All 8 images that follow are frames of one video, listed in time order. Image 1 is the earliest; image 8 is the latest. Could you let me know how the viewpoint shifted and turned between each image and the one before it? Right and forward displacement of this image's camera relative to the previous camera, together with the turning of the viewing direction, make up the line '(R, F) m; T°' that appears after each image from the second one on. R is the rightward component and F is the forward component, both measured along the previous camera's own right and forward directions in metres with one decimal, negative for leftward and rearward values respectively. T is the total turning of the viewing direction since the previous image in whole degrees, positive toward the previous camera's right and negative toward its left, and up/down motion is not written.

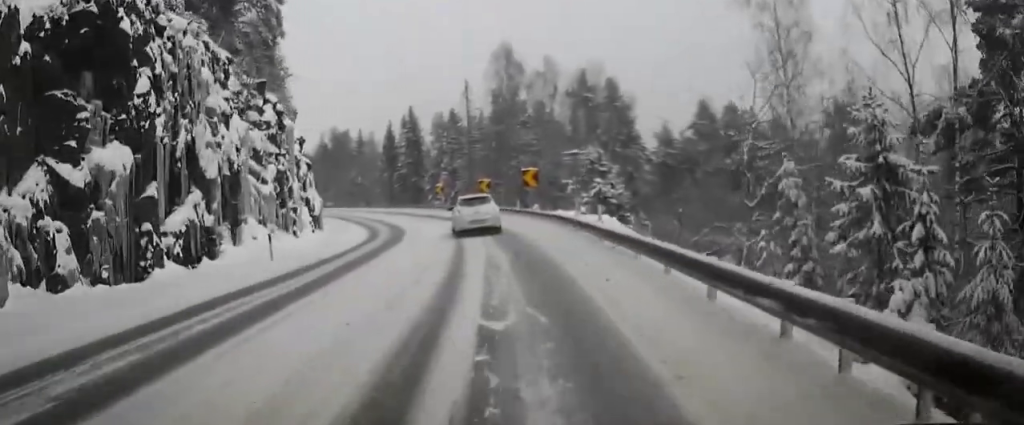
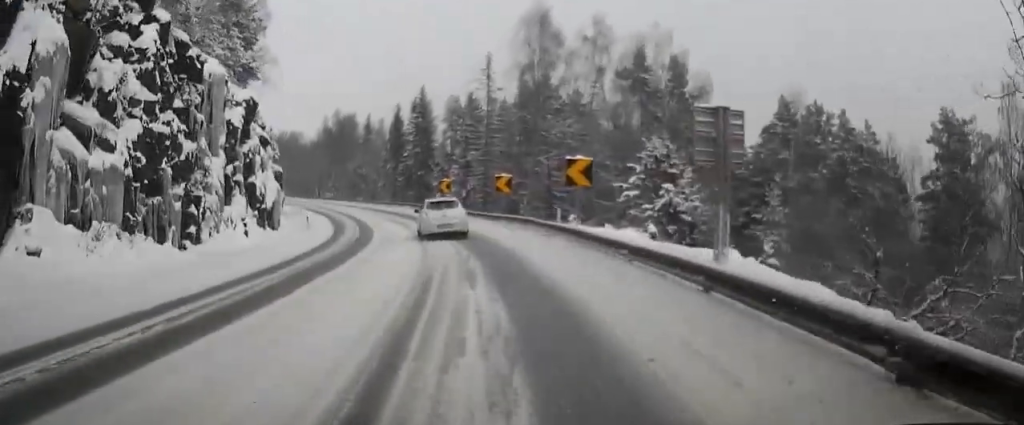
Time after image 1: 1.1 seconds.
(+0.4, +14.6) m; +1°
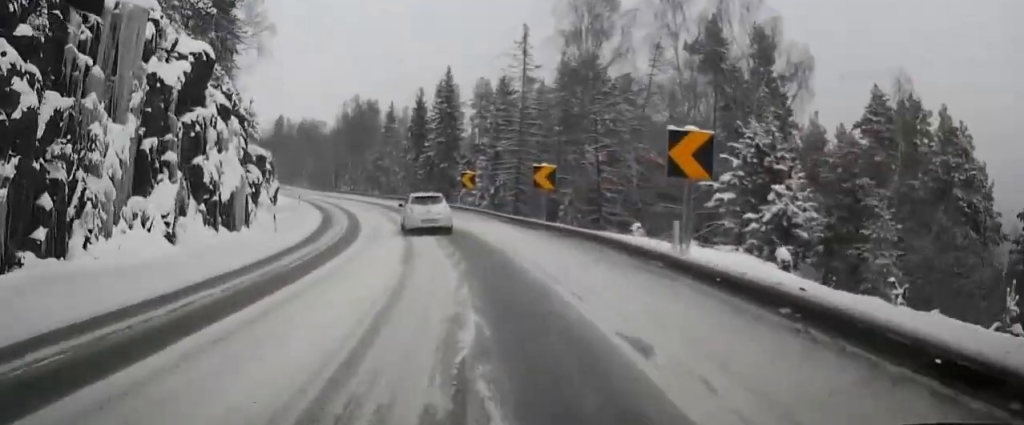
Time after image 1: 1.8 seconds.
(0.0, +9.9) m; -2°
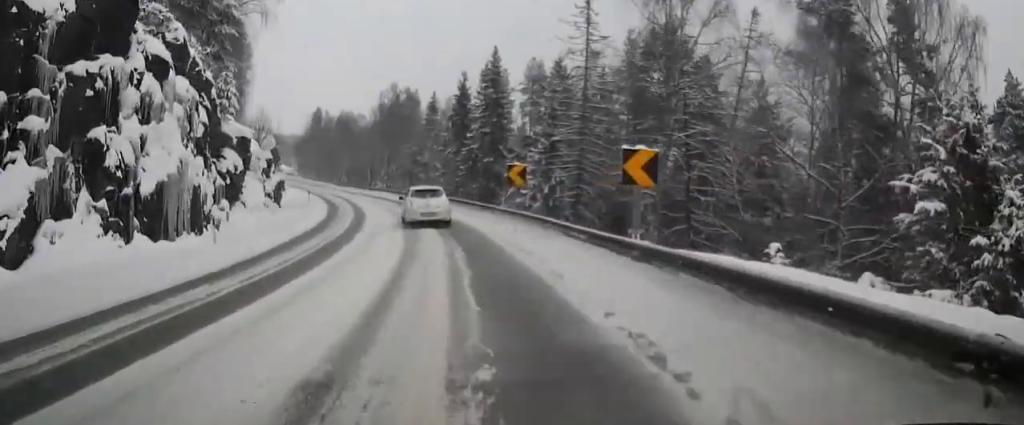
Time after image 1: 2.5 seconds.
(-0.3, +10.0) m; -2°
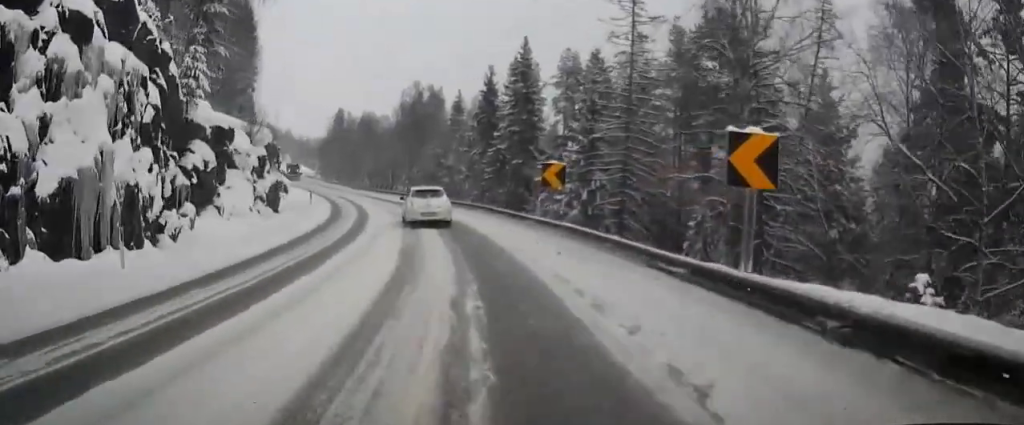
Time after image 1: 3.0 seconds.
(-0.1, +5.9) m; -1°
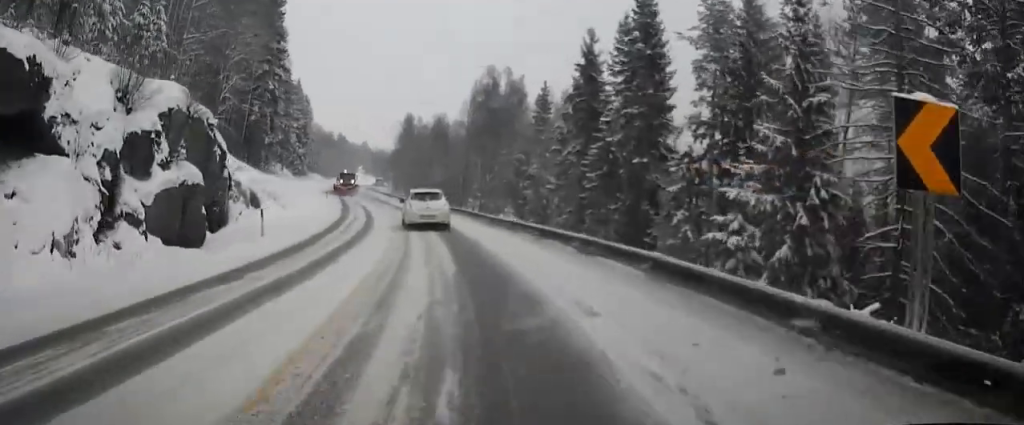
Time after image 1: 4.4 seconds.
(-0.9, +19.3) m; -6°
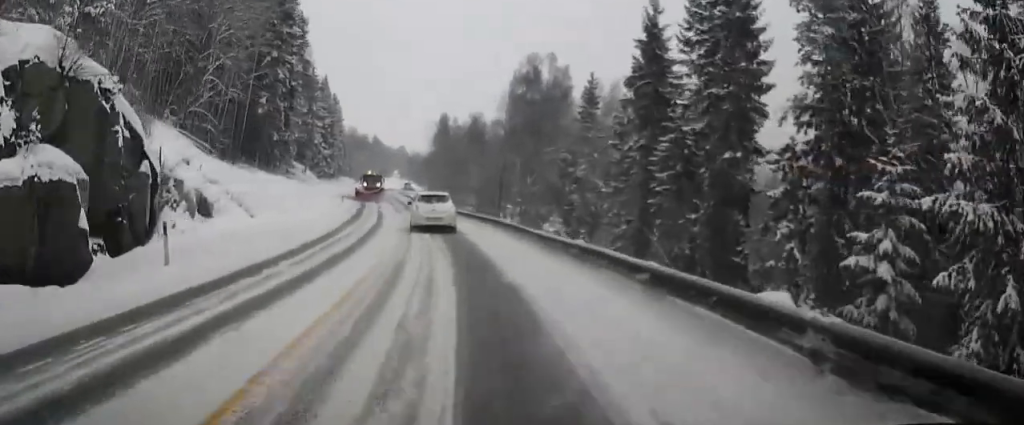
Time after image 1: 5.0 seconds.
(-0.2, +8.4) m; -3°
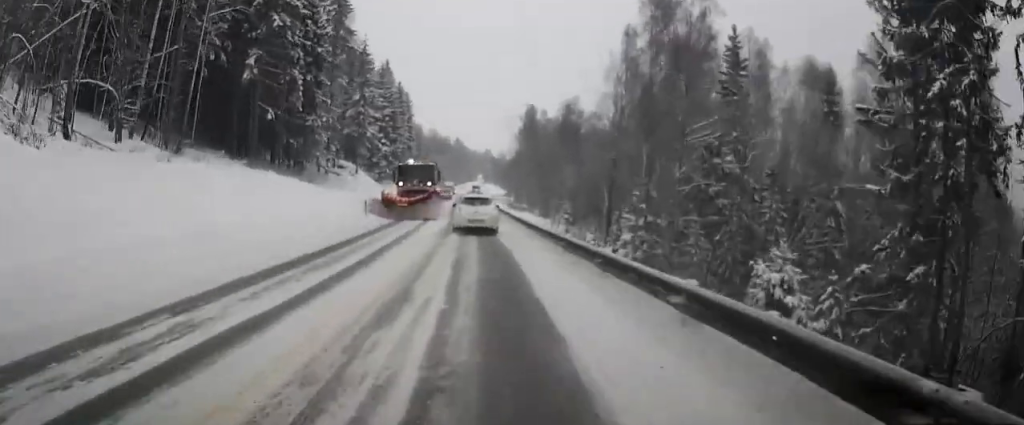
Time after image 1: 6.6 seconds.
(-1.8, +20.7) m; -11°
